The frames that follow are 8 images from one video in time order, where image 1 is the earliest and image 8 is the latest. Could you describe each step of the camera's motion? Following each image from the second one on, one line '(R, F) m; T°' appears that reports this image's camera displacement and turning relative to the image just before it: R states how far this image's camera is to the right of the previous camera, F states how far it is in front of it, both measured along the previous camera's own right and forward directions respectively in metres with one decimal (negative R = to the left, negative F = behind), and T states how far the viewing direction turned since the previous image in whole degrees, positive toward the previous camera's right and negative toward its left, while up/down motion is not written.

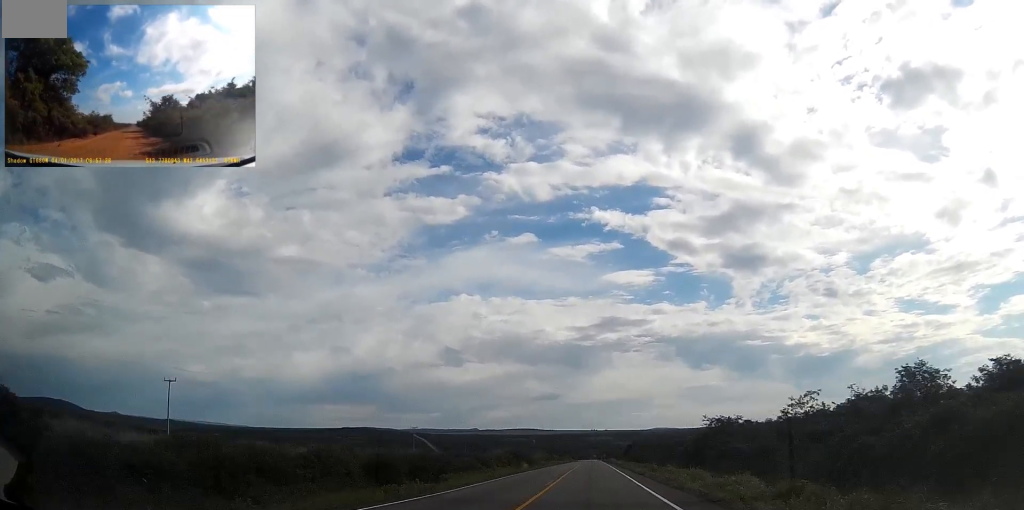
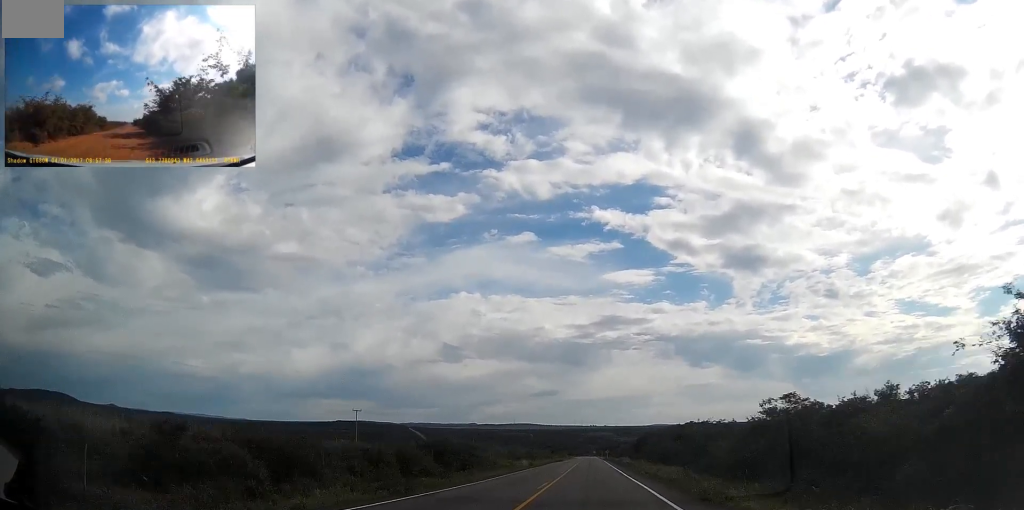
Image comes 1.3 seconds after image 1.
(+0.1, +50.9) m; 0°
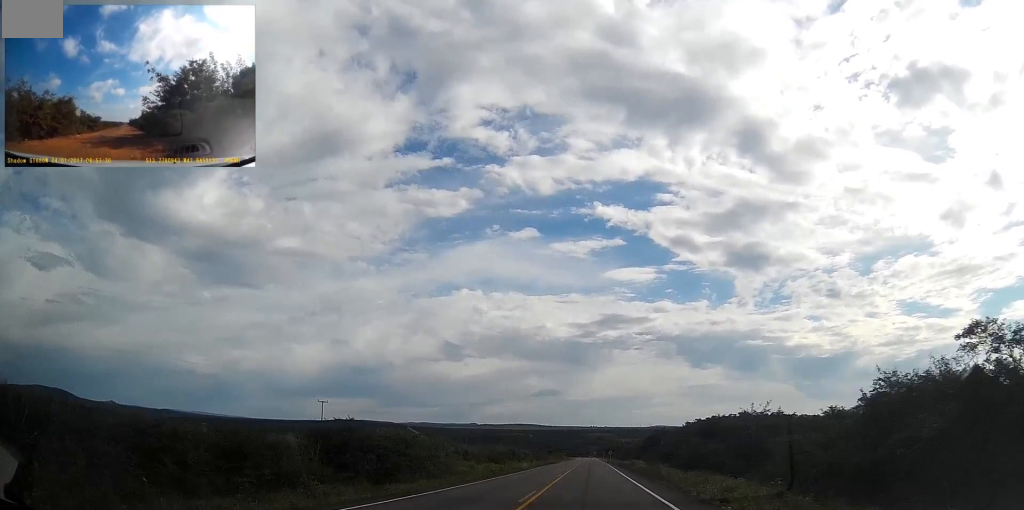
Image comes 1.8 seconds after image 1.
(0.0, +22.0) m; 0°
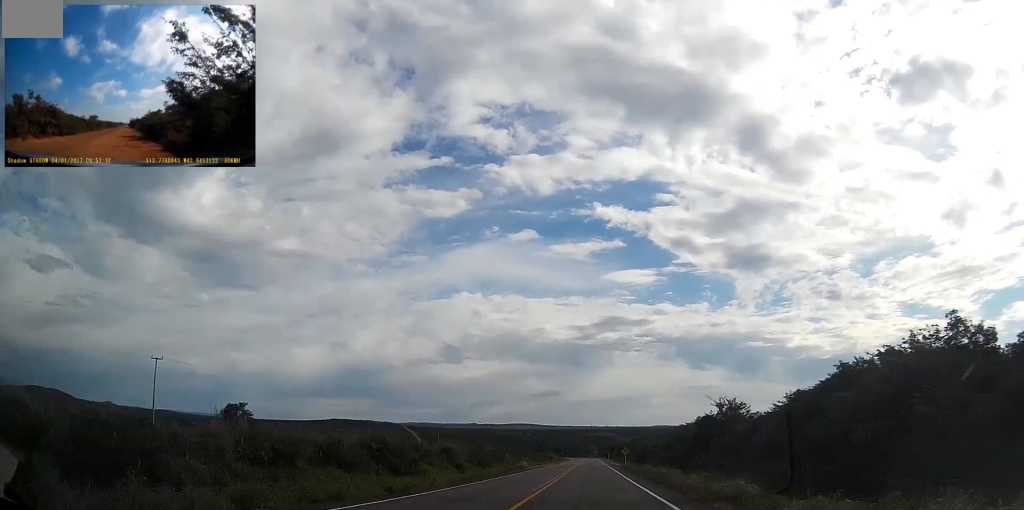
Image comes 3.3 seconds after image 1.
(-0.4, +57.6) m; 0°
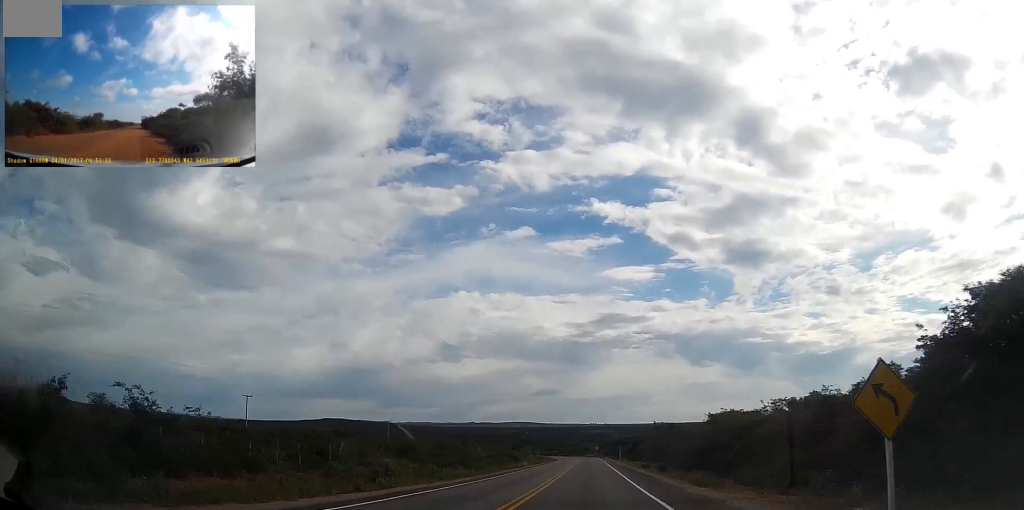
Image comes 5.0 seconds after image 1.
(+0.5, +63.4) m; +1°
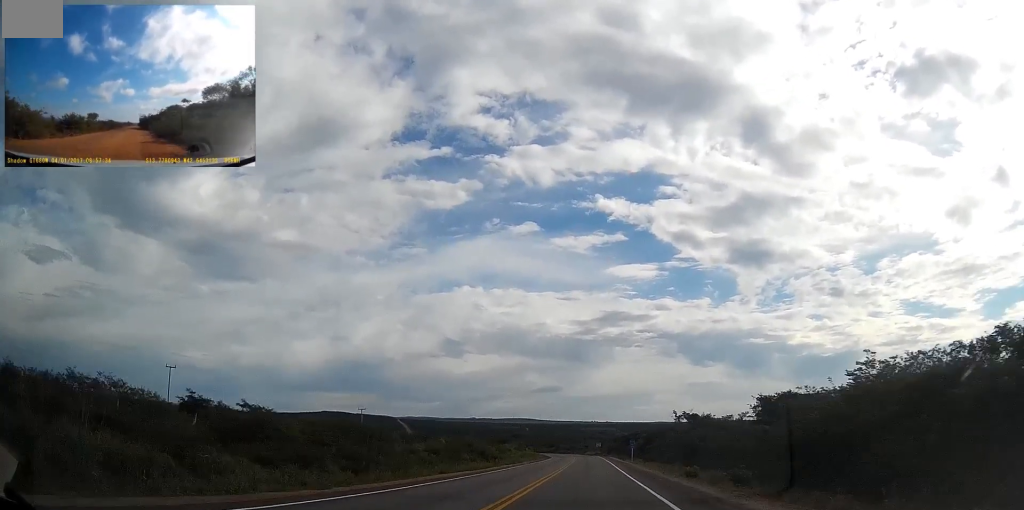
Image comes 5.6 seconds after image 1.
(+0.1, +24.7) m; 0°
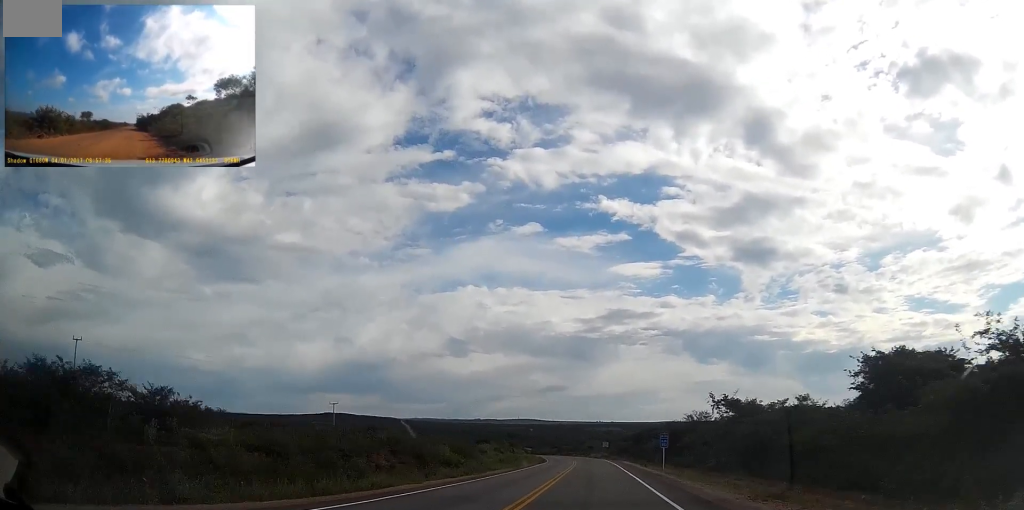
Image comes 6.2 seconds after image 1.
(-0.2, +24.5) m; -1°
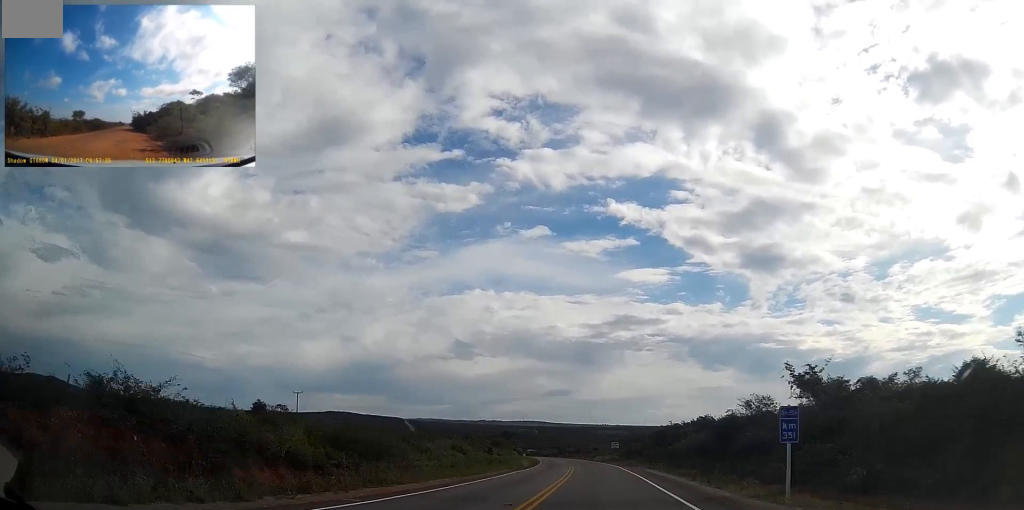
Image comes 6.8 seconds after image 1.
(-0.1, +22.9) m; 0°
